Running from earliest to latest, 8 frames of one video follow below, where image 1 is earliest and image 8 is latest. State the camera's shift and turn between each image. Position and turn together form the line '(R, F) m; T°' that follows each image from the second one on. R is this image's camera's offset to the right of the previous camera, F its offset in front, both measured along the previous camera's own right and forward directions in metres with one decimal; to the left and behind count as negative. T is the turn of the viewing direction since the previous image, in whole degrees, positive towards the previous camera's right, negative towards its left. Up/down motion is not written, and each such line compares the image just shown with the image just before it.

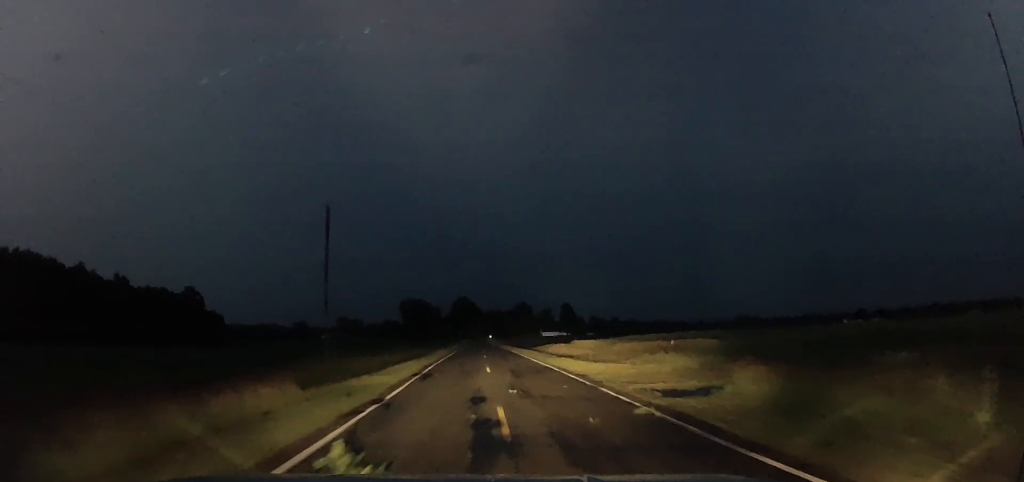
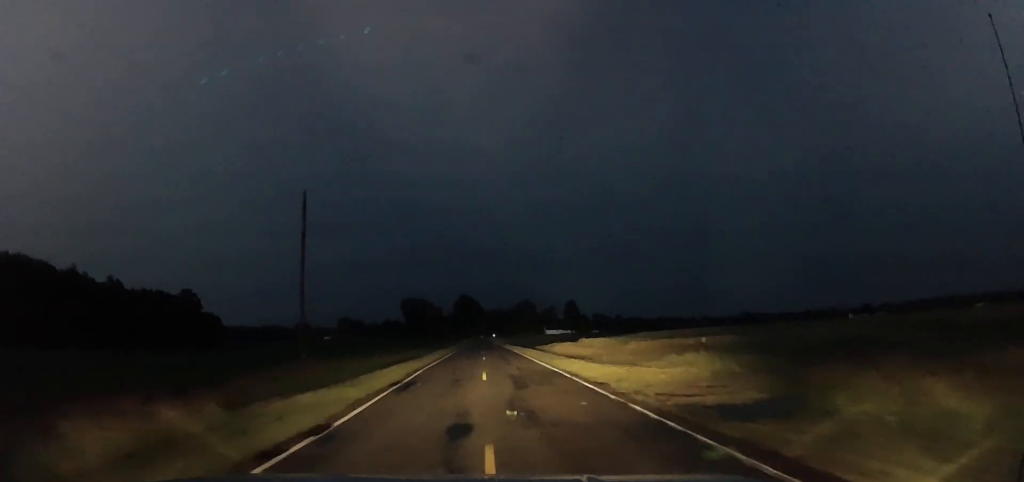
(+0.2, +4.5) m; 0°
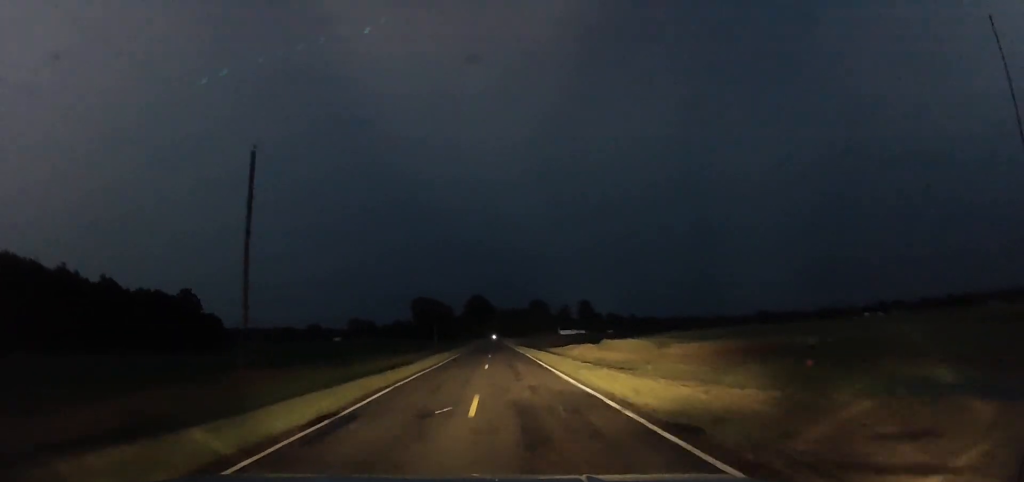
(+0.1, +8.3) m; +1°
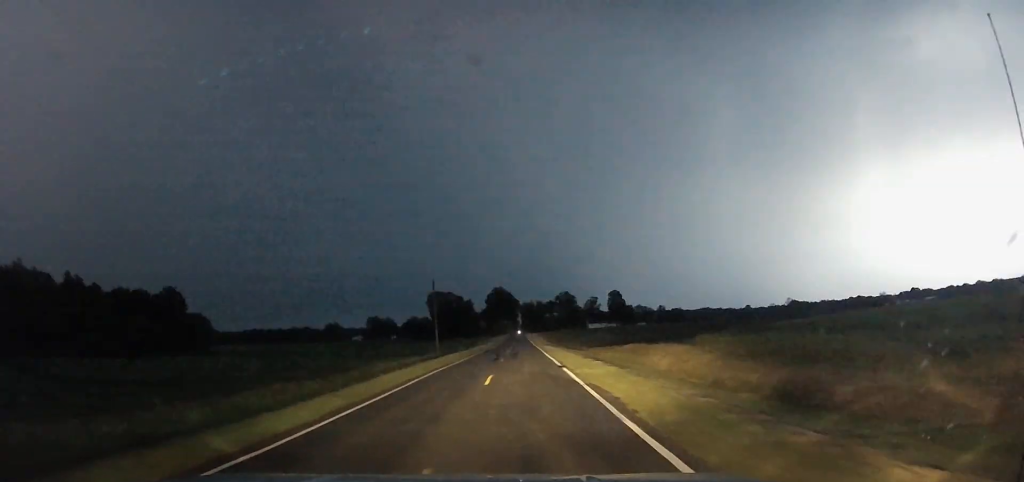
(+0.9, +23.5) m; +1°
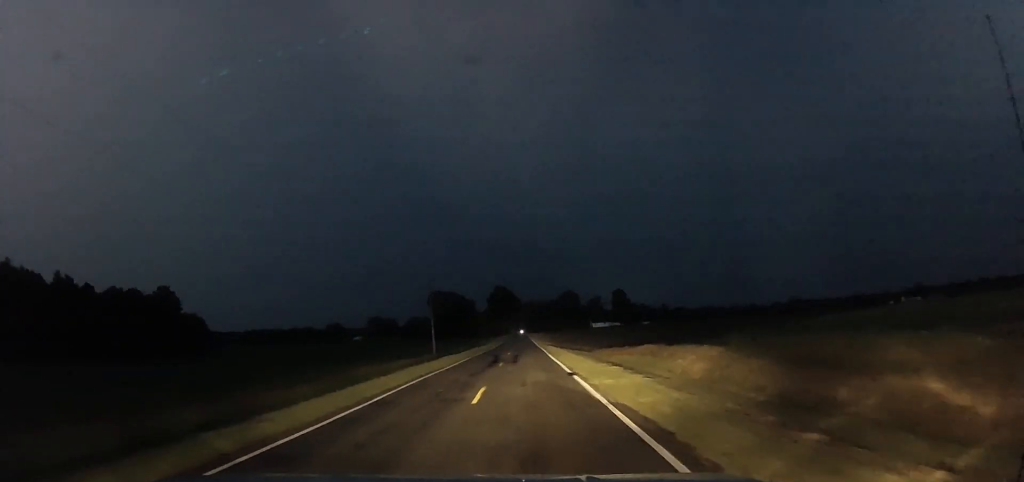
(-0.3, +4.9) m; -2°
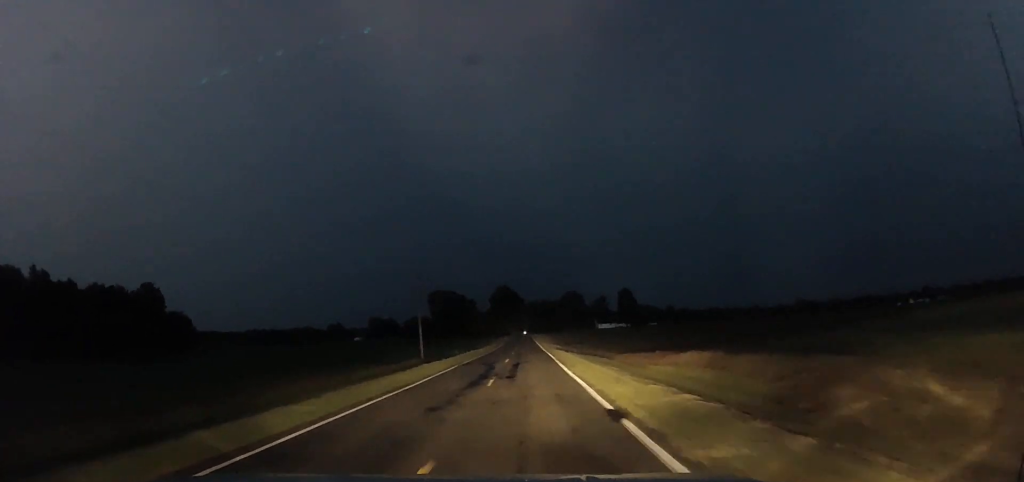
(-0.3, +9.7) m; -2°
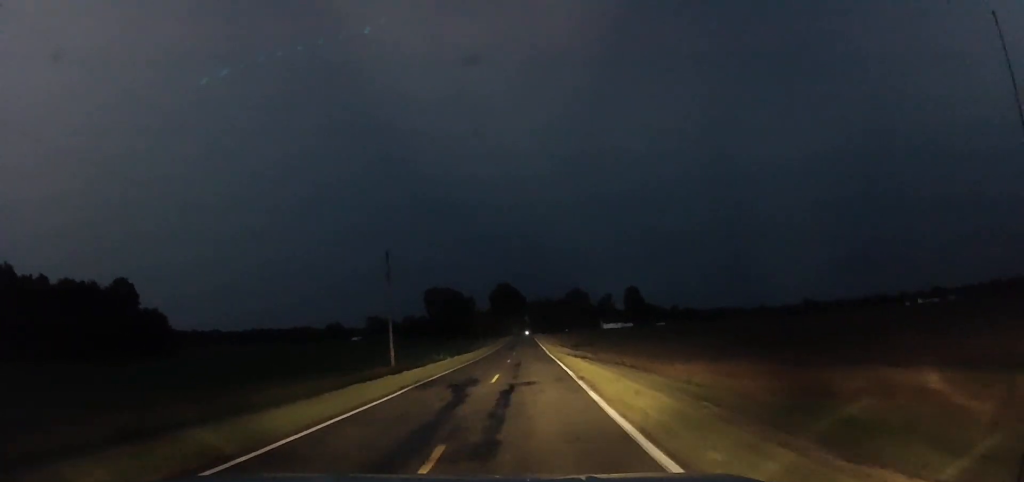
(0.0, +13.3) m; 0°
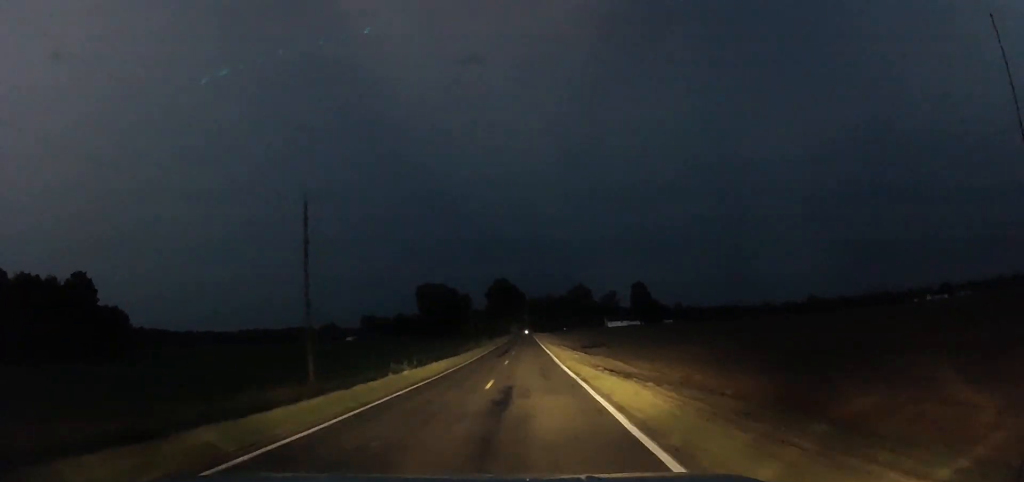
(0.0, +17.2) m; 0°
